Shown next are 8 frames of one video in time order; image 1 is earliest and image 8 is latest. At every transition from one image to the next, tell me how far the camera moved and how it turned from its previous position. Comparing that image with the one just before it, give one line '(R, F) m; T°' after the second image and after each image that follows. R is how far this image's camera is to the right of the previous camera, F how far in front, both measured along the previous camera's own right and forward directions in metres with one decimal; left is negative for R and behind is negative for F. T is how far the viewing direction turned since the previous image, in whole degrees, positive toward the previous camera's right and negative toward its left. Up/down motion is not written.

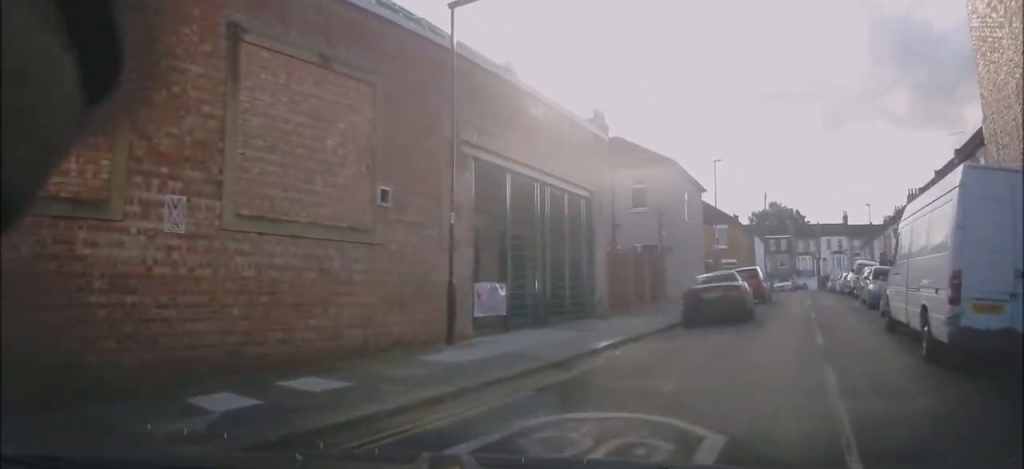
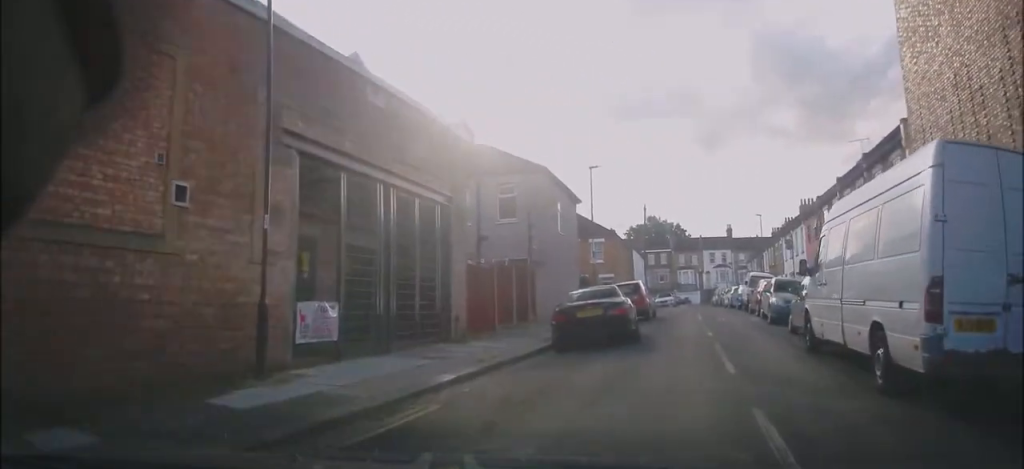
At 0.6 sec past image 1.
(0.0, +1.8) m; +7°
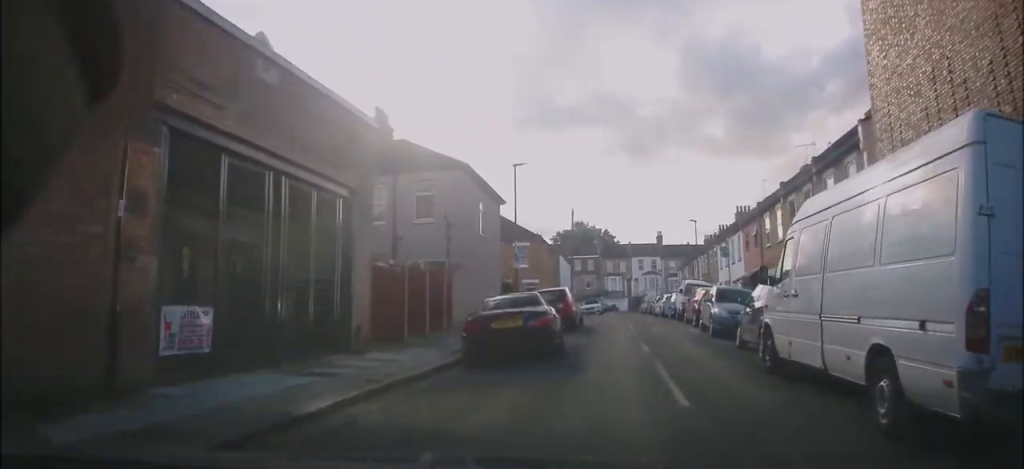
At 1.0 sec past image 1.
(+0.1, +1.5) m; +6°
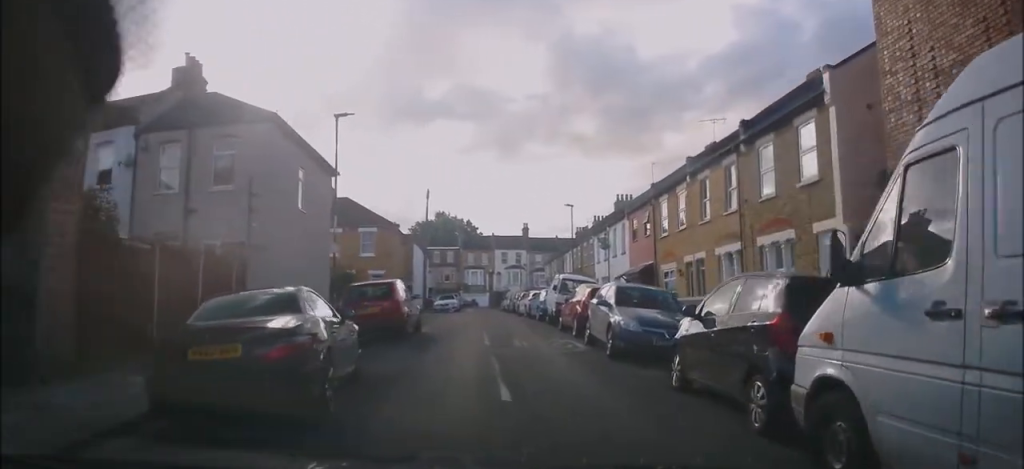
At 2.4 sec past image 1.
(+0.9, +5.6) m; +8°
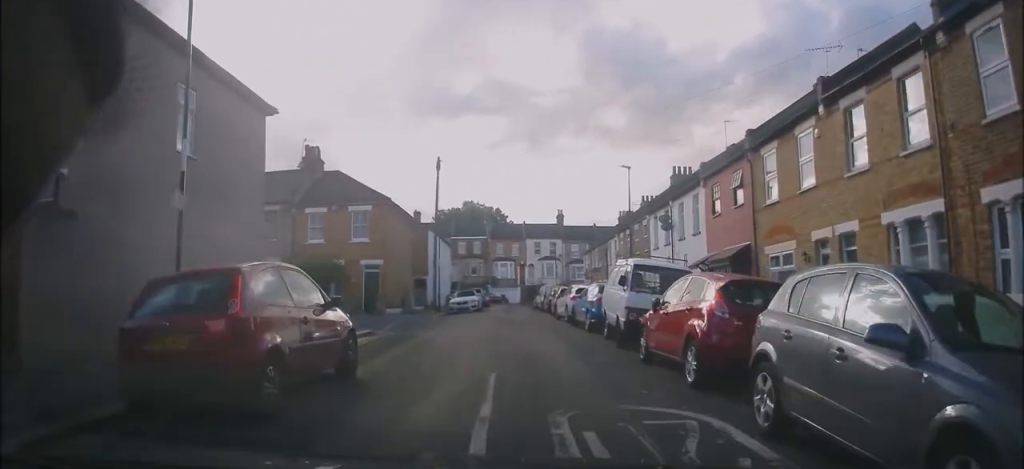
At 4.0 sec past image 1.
(-0.1, +8.5) m; +4°
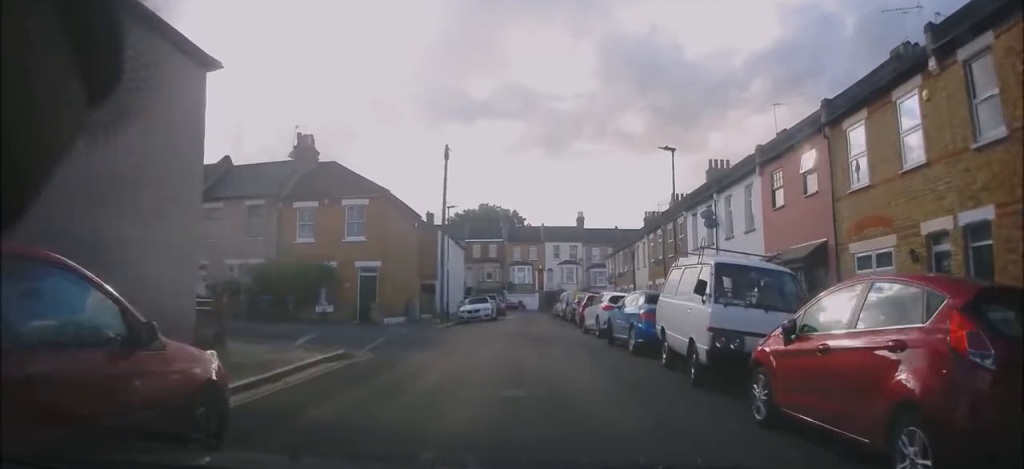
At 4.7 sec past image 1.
(+0.5, +4.0) m; +1°
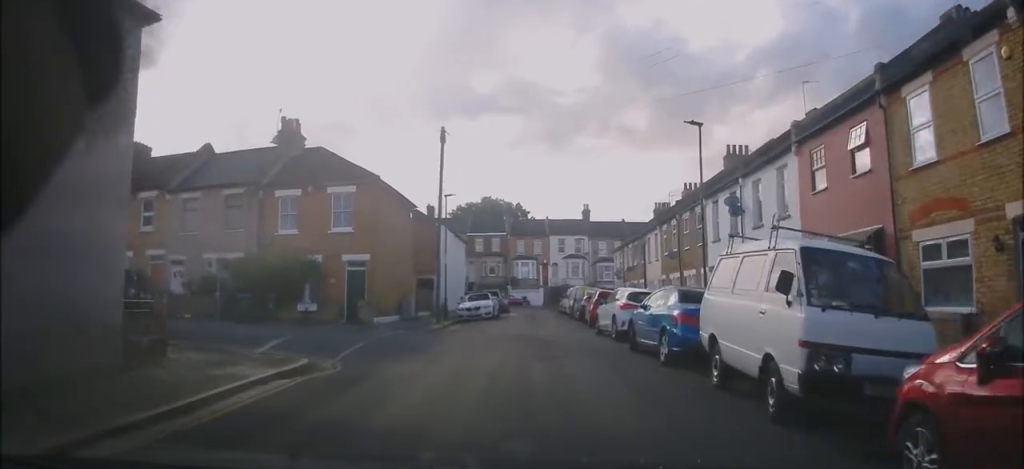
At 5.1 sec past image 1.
(-0.2, +2.6) m; -2°
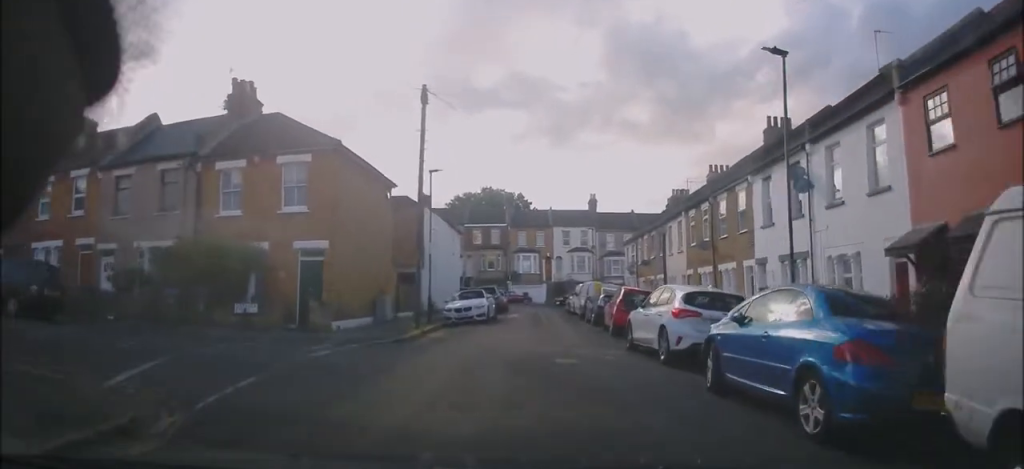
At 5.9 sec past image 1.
(-0.4, +5.6) m; -4°
